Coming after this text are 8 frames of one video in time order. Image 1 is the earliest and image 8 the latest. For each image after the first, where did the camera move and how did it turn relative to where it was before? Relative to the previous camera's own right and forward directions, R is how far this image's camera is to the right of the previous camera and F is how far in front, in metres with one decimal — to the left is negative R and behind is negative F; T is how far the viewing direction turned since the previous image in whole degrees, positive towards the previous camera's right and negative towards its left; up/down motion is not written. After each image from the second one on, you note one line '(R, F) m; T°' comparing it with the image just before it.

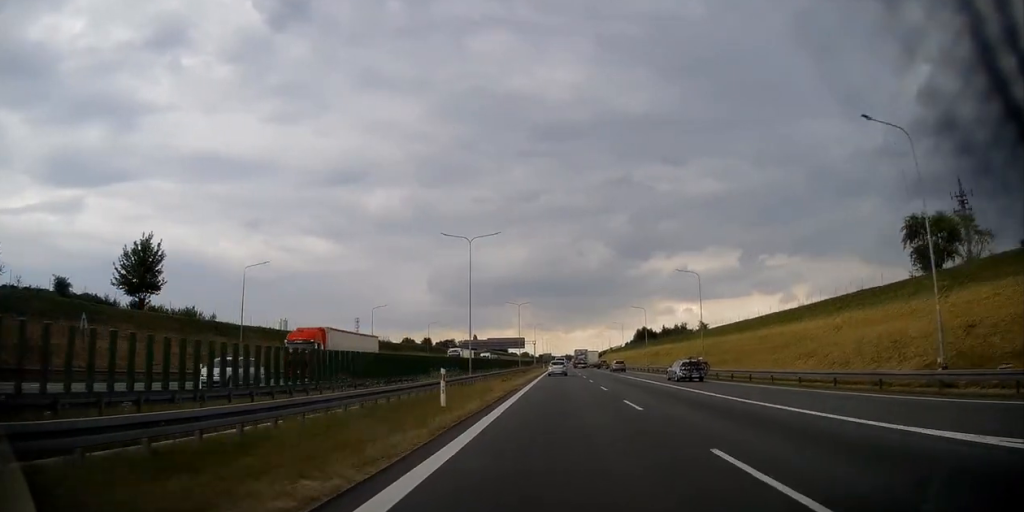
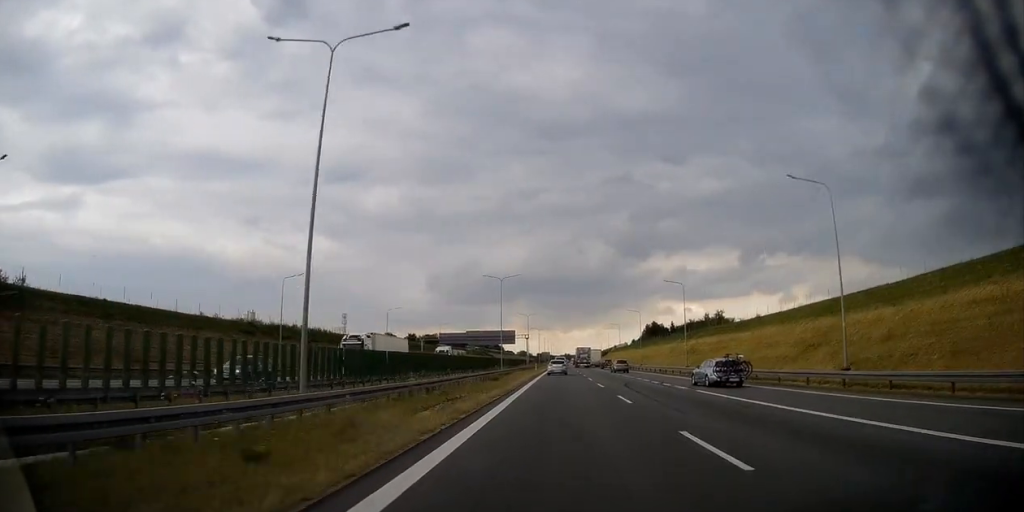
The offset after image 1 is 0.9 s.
(0.0, +33.4) m; -1°
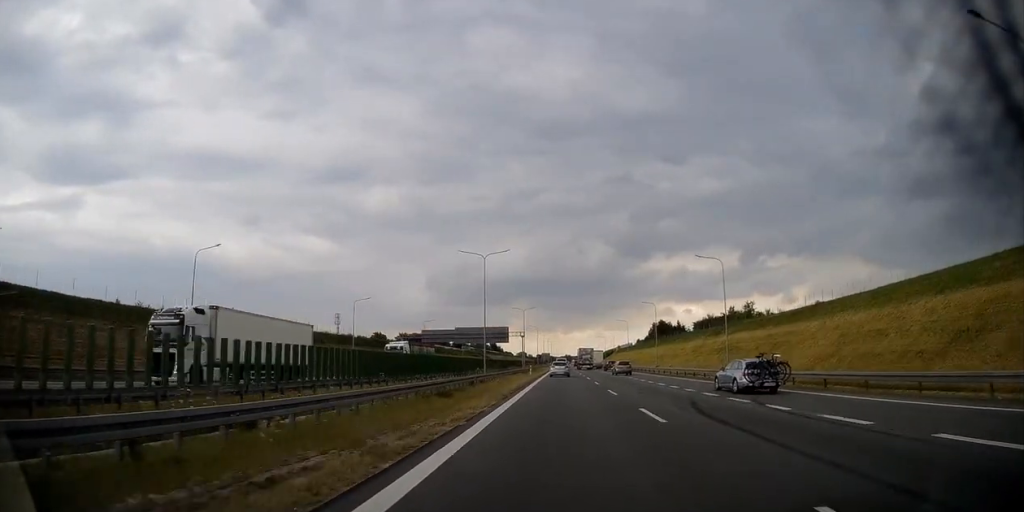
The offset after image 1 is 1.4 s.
(-0.1, +17.9) m; 0°
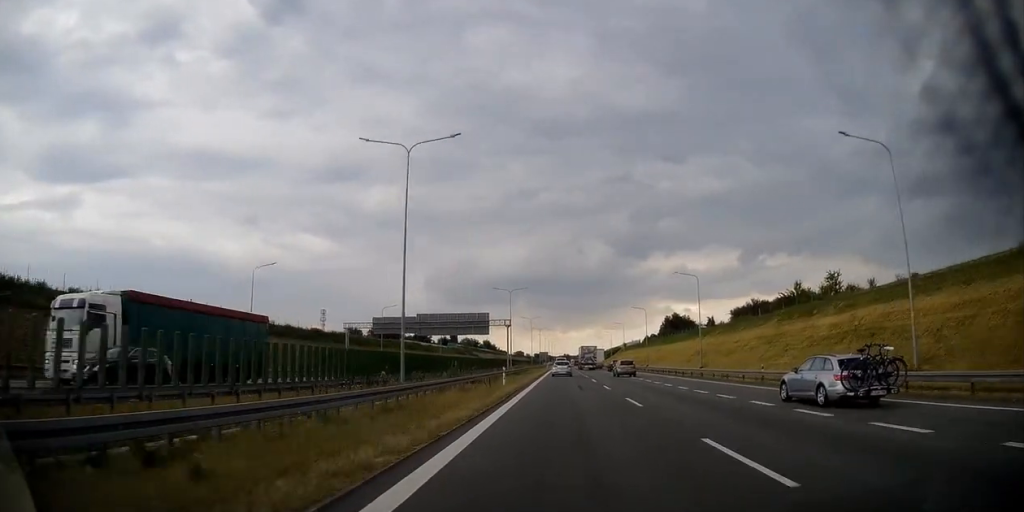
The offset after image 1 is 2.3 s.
(-0.2, +29.9) m; 0°
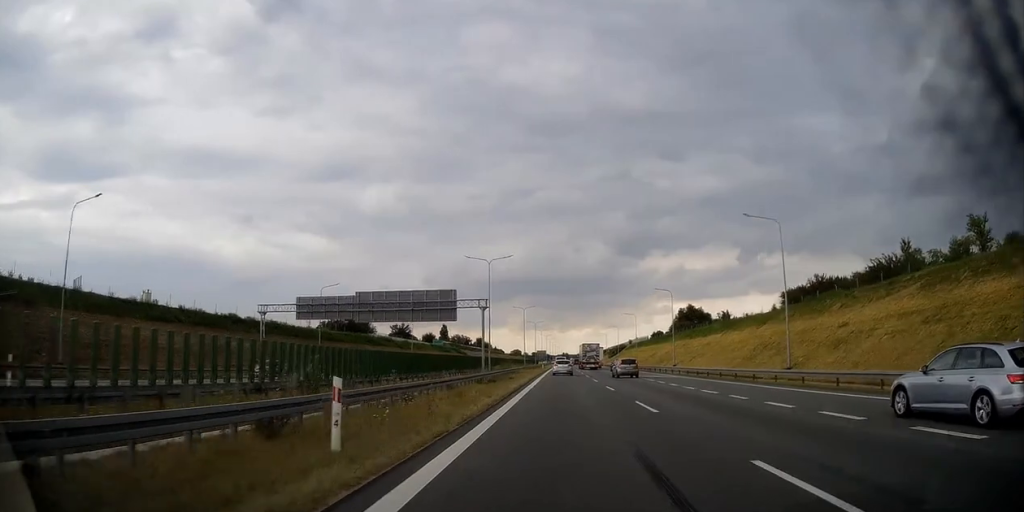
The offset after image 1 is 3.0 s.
(+0.3, +26.3) m; +1°
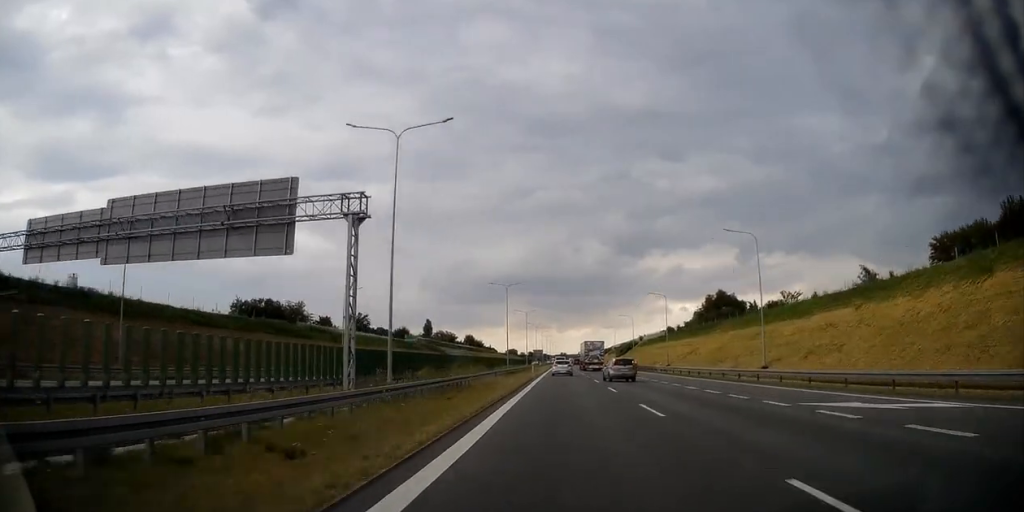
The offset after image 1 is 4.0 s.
(+0.5, +37.0) m; 0°
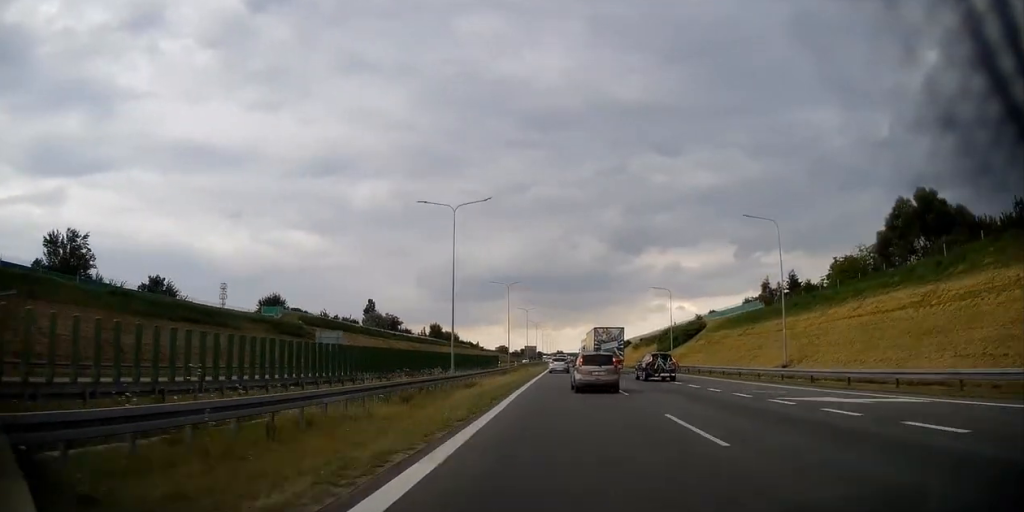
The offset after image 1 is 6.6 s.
(-0.6, +88.4) m; 0°
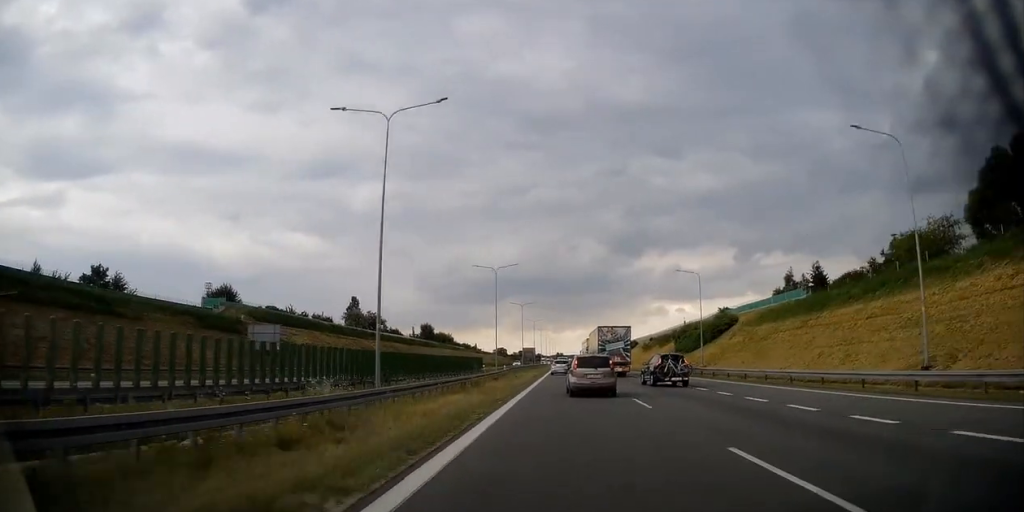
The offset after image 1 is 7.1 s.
(0.0, +18.0) m; 0°
